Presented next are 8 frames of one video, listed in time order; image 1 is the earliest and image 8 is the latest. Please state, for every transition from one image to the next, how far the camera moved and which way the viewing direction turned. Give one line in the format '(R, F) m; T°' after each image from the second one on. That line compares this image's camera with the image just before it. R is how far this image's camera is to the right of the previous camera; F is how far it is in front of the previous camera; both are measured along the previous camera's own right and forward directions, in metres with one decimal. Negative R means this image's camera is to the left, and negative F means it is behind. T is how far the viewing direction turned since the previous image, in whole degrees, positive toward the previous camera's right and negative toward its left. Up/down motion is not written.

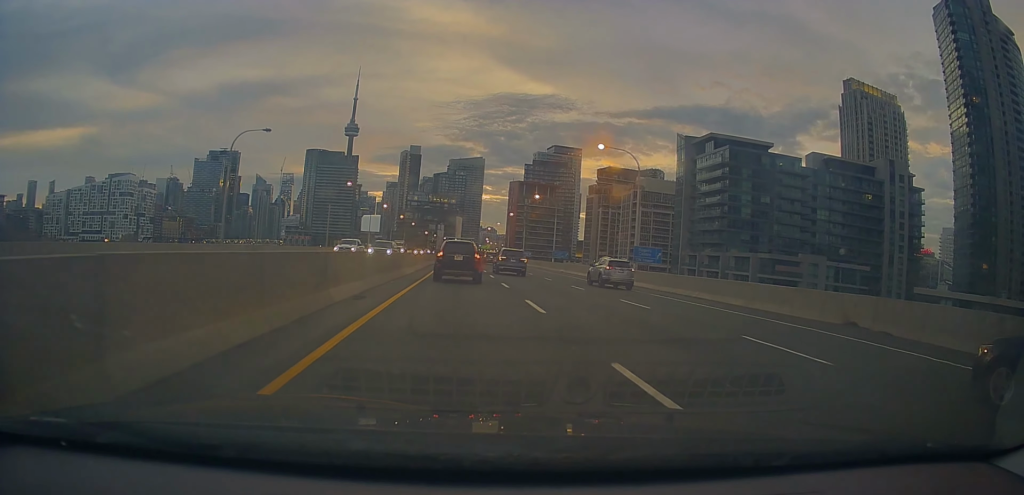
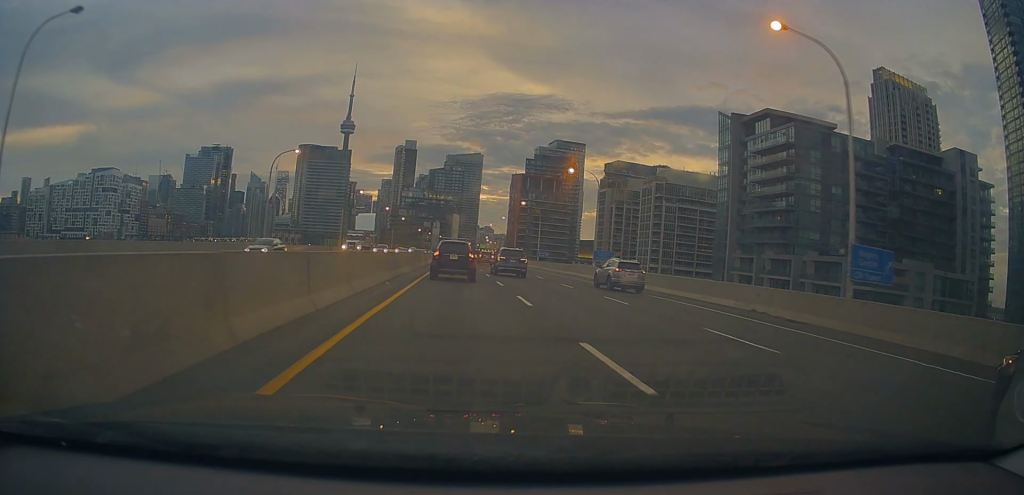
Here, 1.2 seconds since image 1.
(+0.2, +25.5) m; 0°
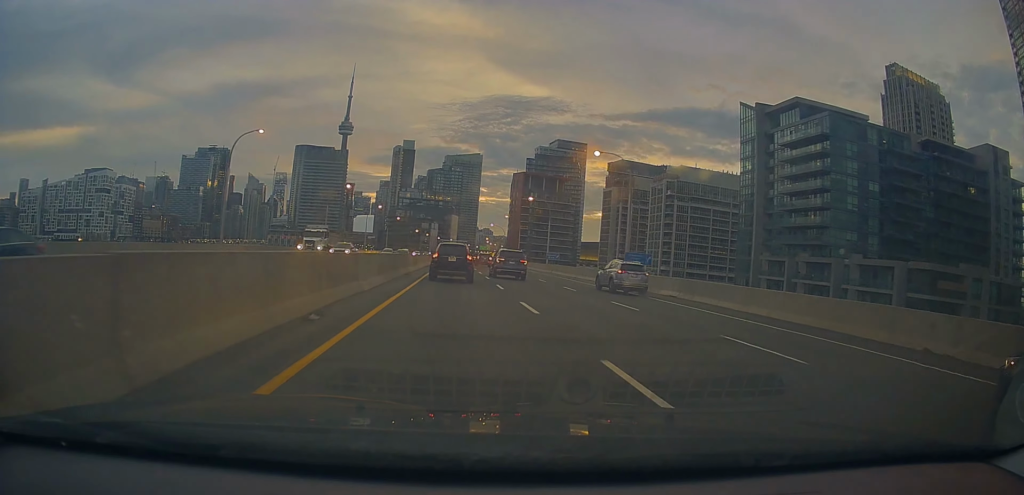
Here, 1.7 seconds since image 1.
(-0.2, +10.4) m; 0°
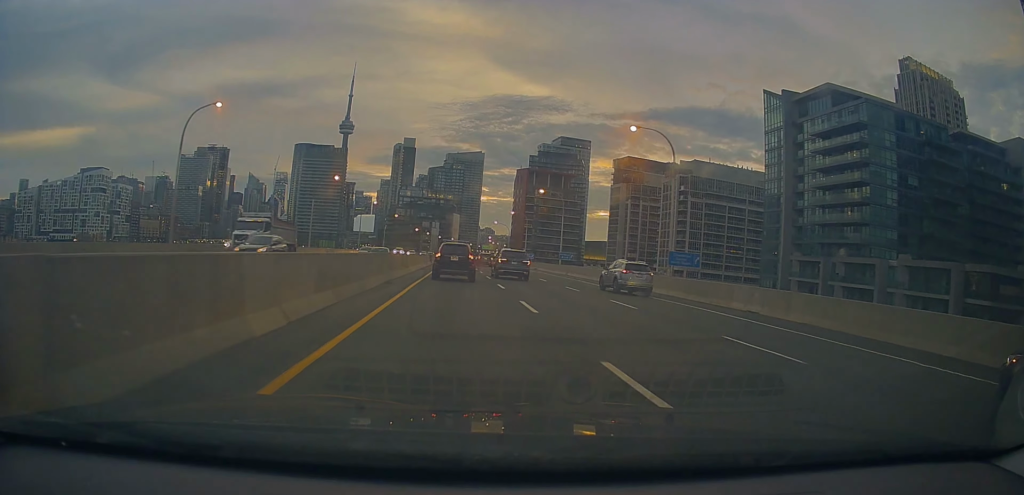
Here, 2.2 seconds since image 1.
(+0.2, +9.0) m; +1°
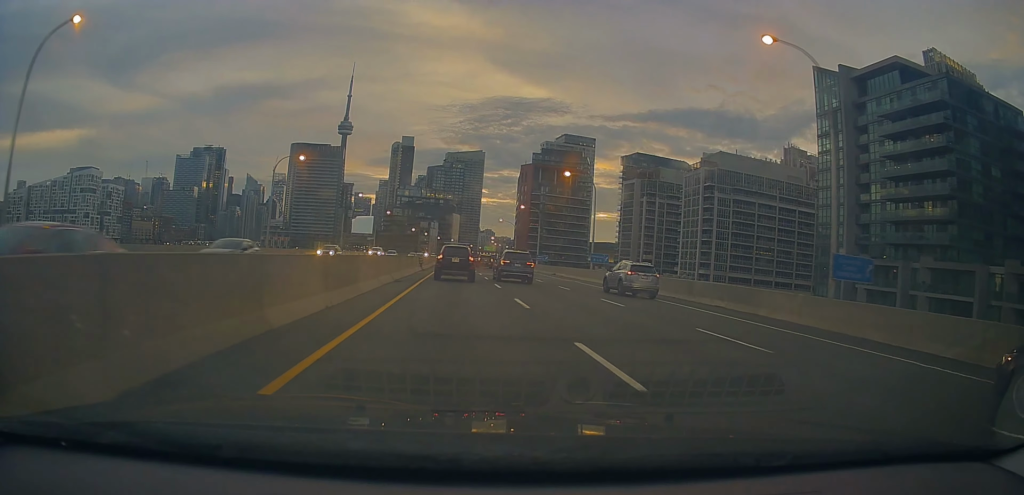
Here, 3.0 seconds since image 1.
(+0.2, +16.7) m; 0°
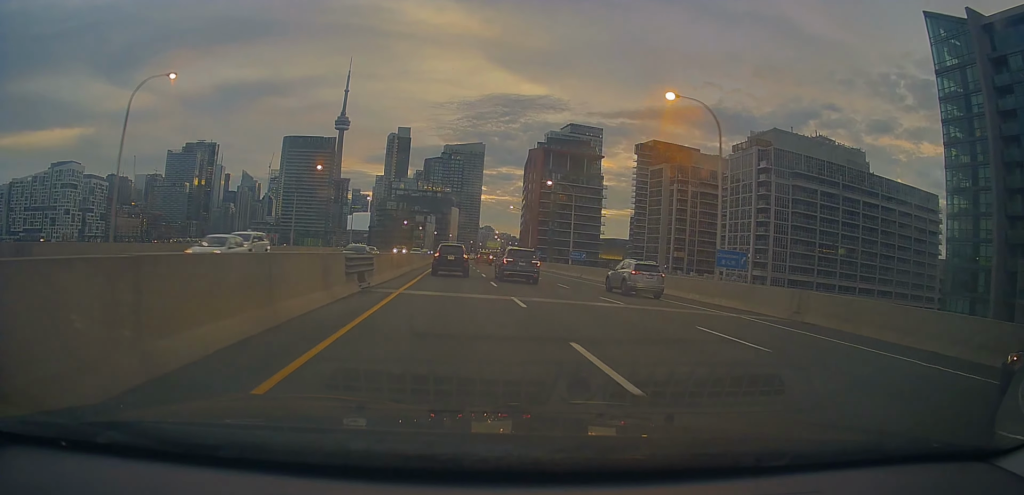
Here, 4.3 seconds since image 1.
(-0.4, +27.4) m; -2°
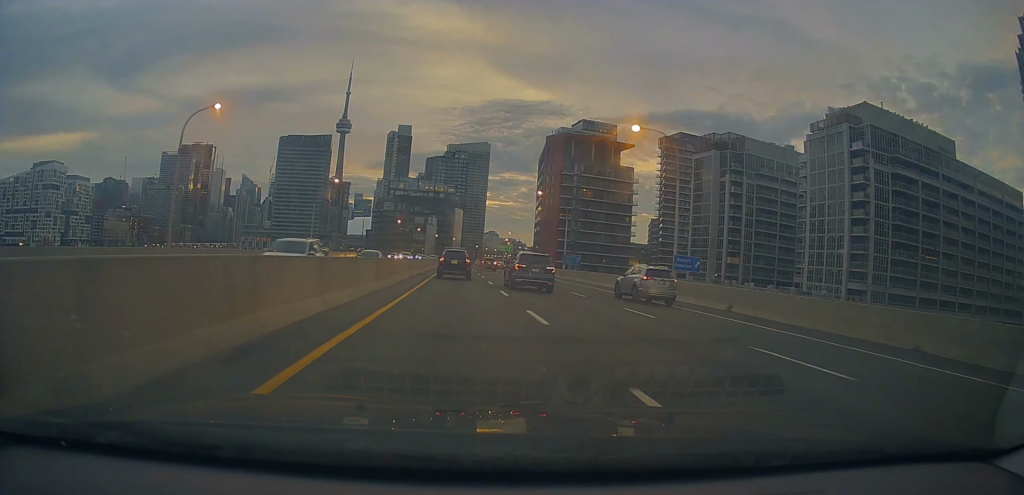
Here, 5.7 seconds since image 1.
(-0.2, +30.2) m; 0°
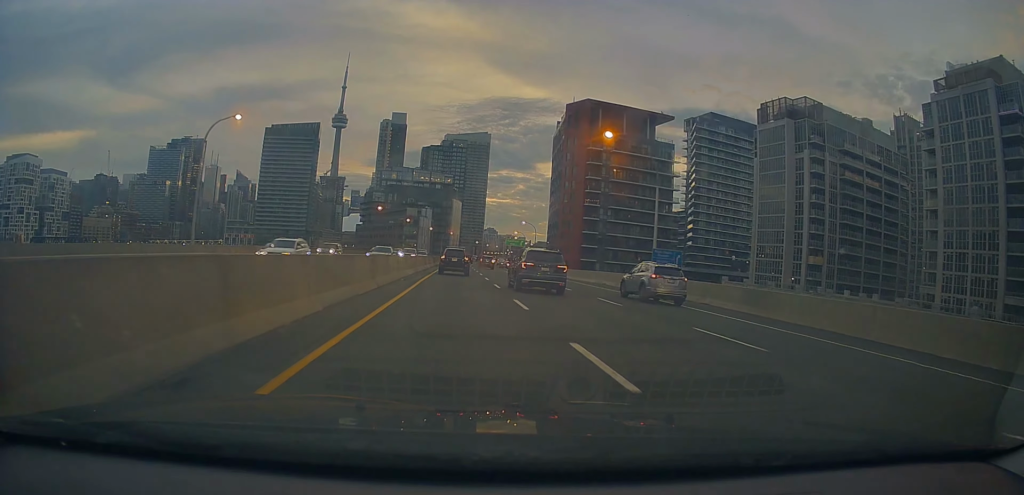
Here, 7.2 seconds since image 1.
(-0.1, +33.1) m; 0°
